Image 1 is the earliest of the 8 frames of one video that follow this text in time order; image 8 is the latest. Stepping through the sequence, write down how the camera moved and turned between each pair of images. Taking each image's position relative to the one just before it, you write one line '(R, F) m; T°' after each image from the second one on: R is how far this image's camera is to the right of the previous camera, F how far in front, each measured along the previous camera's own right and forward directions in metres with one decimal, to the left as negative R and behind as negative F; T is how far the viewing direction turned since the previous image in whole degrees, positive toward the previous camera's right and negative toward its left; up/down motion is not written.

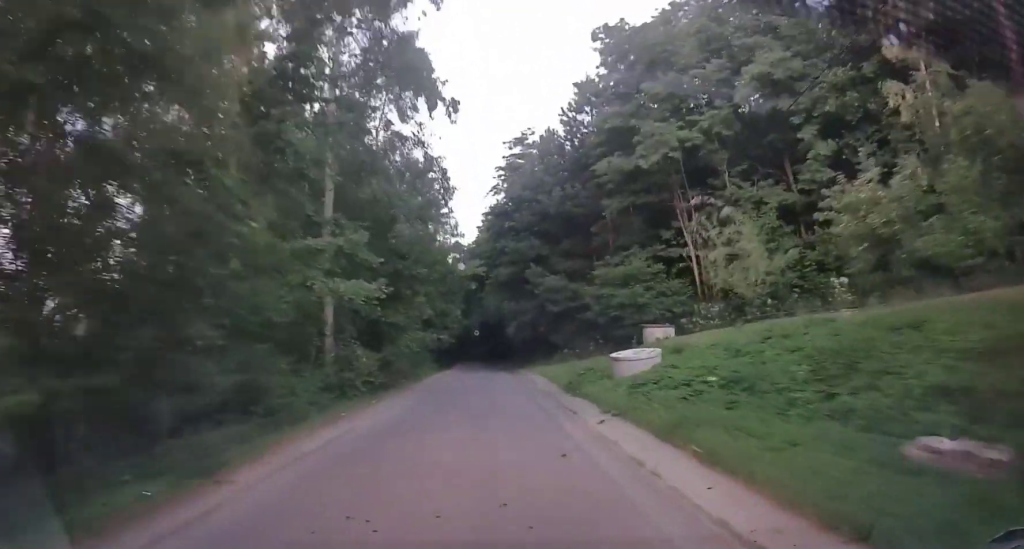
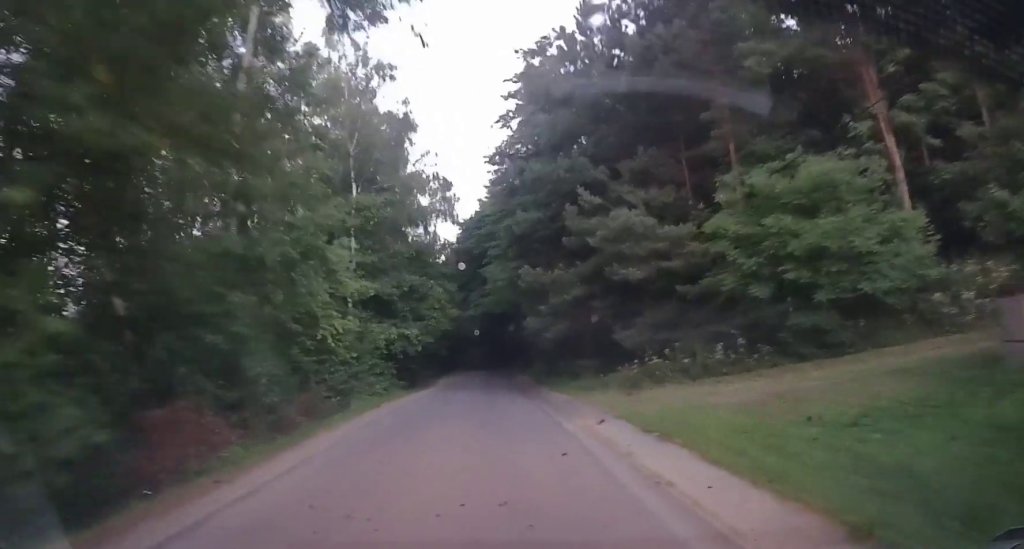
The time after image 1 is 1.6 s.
(-0.1, +18.5) m; 0°
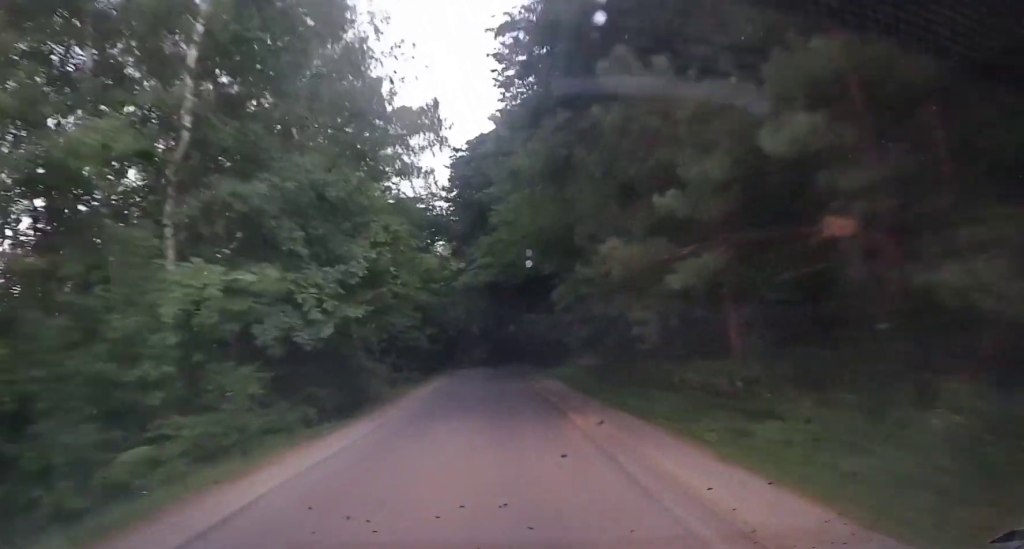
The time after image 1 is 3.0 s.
(0.0, +15.0) m; -1°
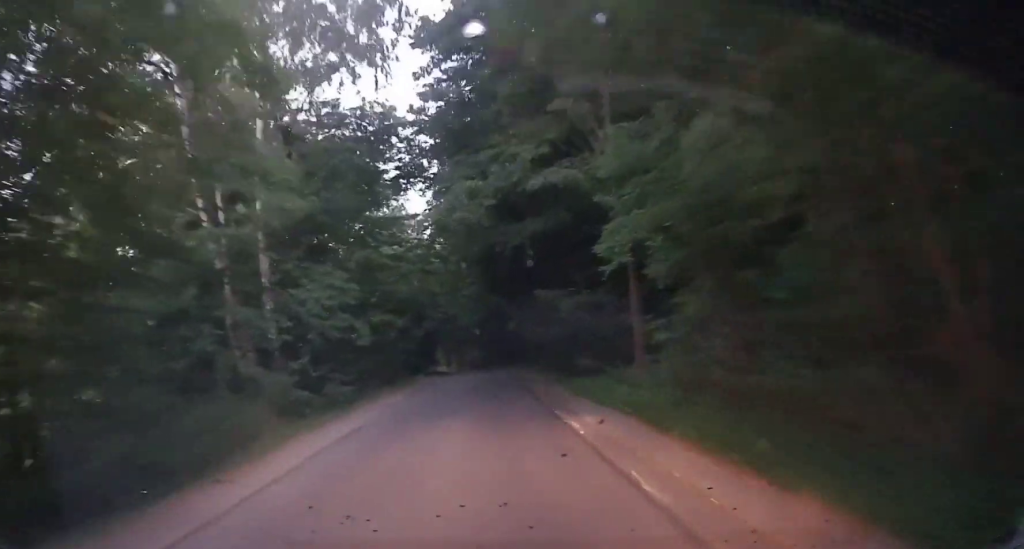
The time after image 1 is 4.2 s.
(-0.1, +13.8) m; 0°
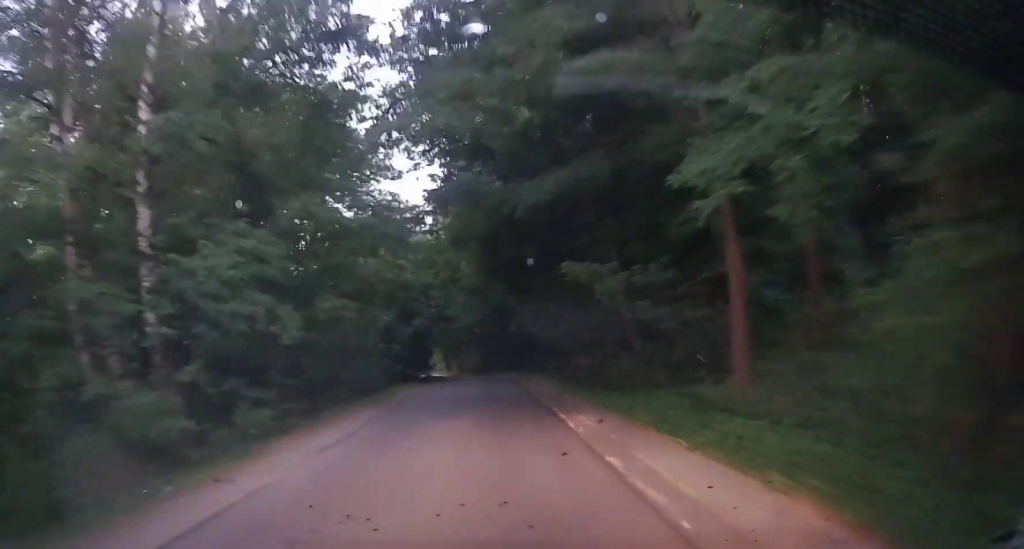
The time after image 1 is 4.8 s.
(0.0, +6.0) m; +1°
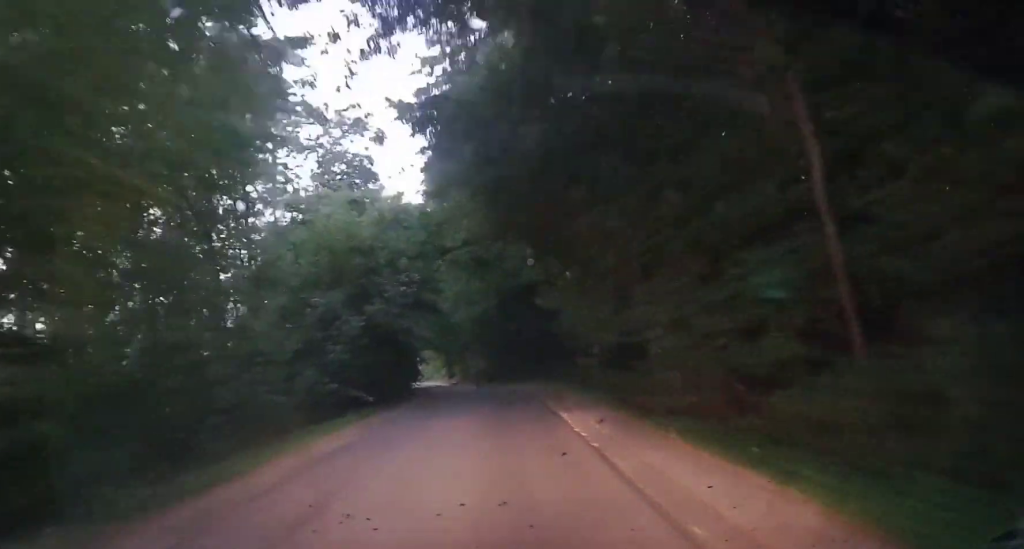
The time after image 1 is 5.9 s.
(+0.1, +10.1) m; 0°
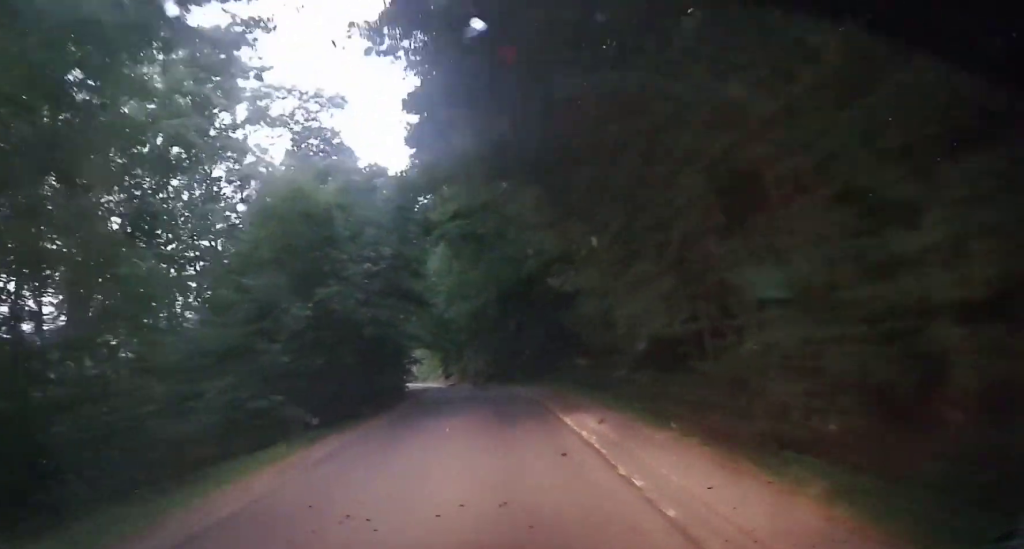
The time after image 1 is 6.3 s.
(0.0, +4.1) m; -1°
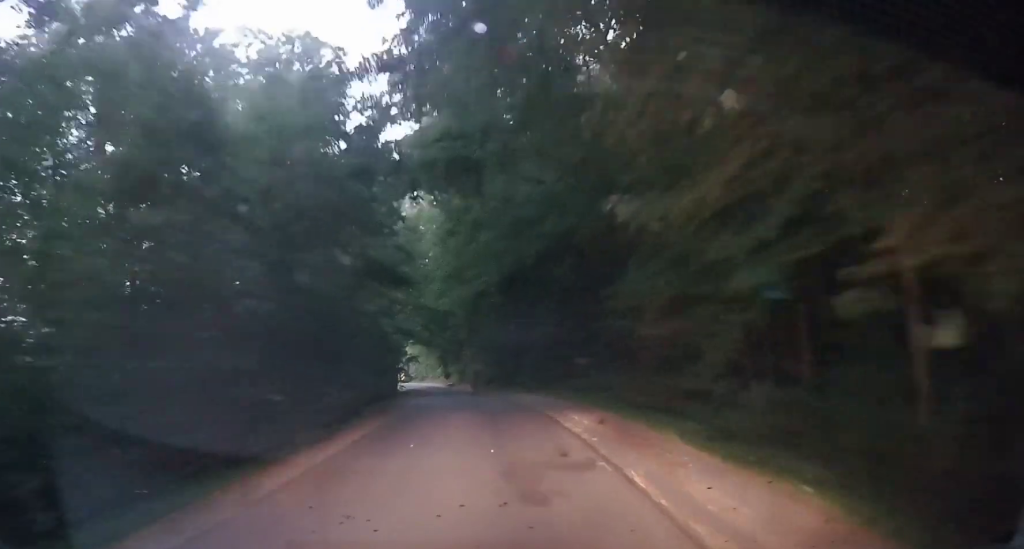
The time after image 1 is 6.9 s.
(0.0, +5.9) m; -1°
